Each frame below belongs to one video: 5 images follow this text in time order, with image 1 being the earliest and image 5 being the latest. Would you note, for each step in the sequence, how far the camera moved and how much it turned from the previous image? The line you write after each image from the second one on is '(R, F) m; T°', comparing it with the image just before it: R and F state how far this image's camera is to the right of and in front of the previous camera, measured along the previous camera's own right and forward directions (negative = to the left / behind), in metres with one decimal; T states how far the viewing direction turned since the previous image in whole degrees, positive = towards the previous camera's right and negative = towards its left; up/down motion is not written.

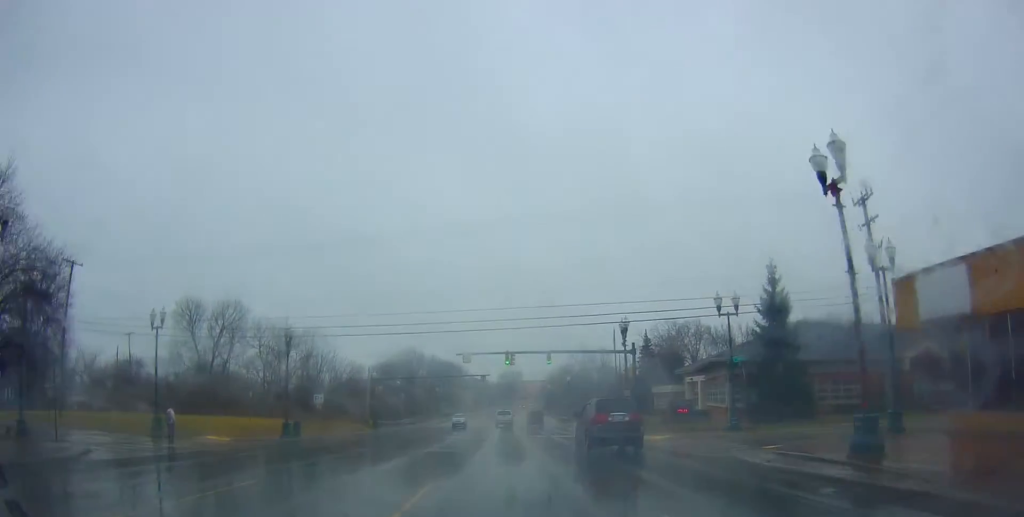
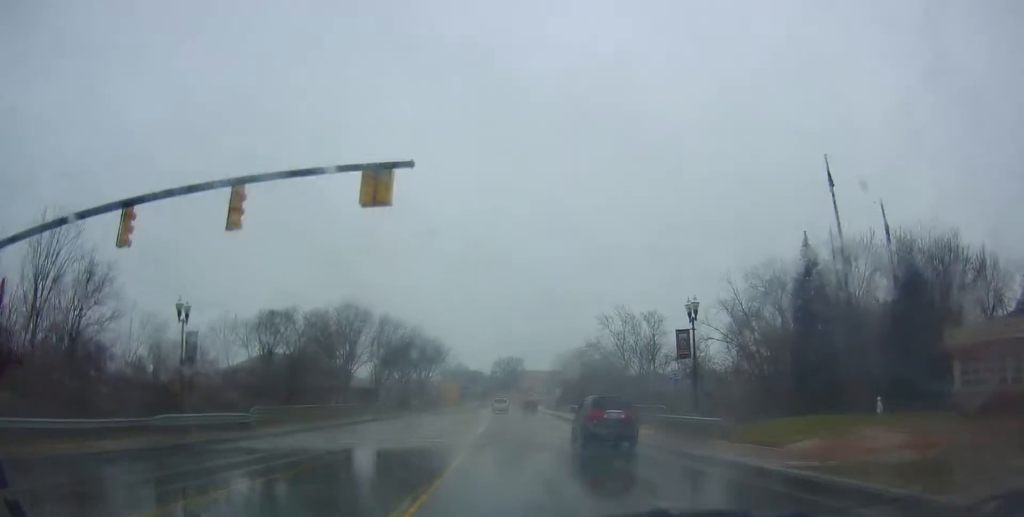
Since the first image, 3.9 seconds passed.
(+0.3, +60.5) m; +1°
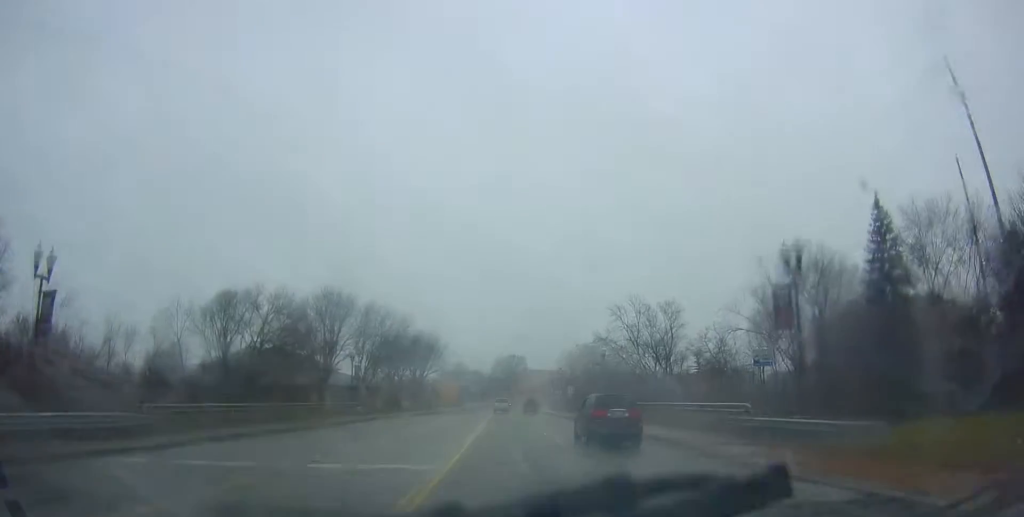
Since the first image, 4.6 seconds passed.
(-0.1, +11.3) m; -1°
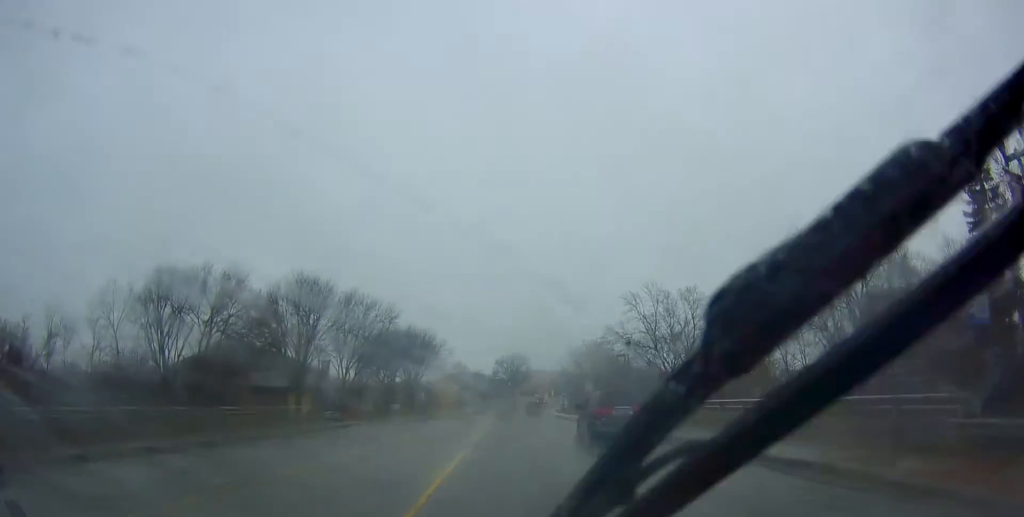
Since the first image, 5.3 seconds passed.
(-0.6, +11.3) m; 0°
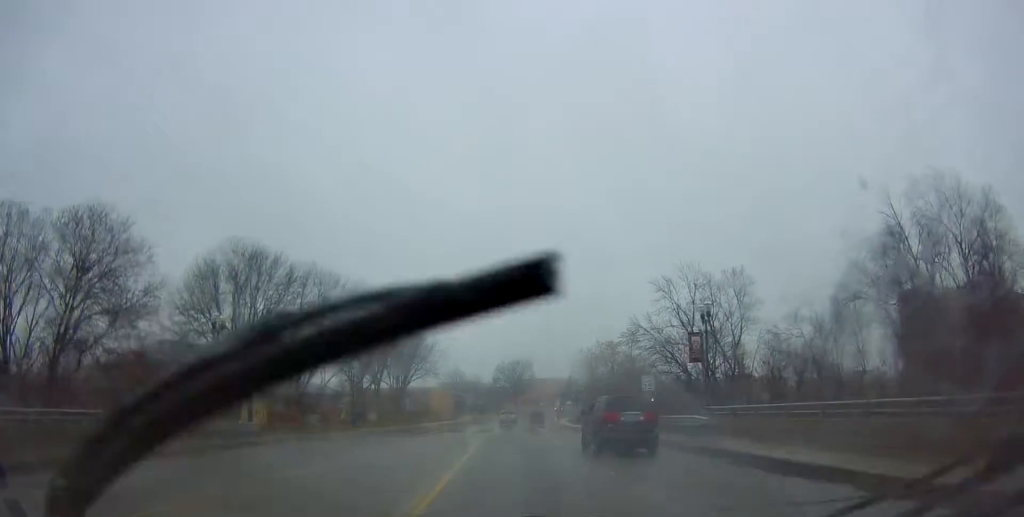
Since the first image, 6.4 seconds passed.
(+0.8, +18.1) m; 0°
